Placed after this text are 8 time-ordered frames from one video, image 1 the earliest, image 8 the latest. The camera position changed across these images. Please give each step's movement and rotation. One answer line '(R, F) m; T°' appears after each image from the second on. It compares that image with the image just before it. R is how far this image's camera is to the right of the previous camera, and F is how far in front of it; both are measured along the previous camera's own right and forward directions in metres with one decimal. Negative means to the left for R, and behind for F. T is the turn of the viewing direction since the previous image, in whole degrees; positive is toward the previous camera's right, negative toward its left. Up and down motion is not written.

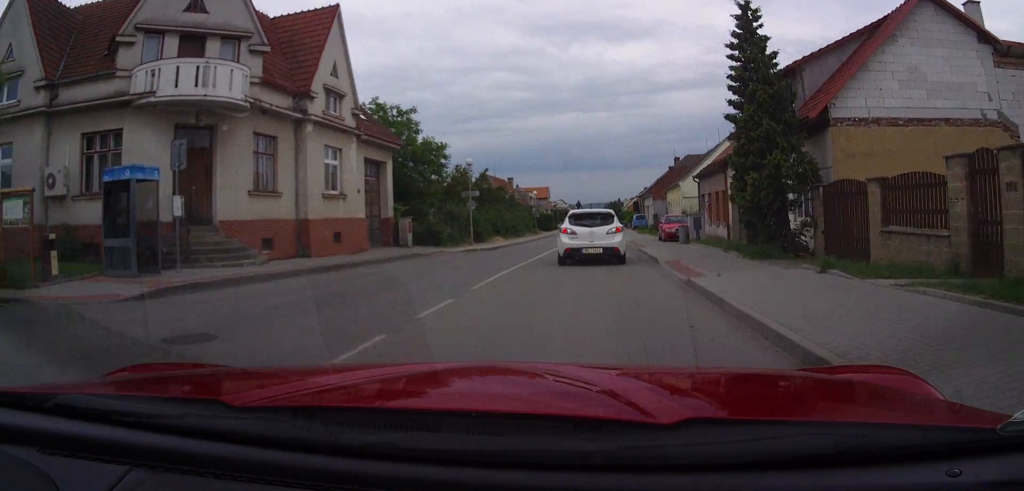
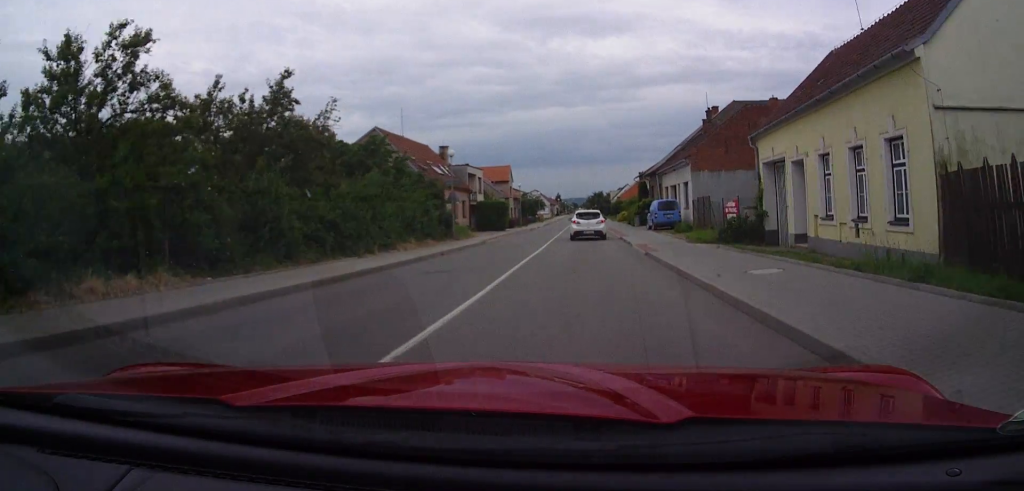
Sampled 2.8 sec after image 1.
(+1.0, +40.7) m; +2°
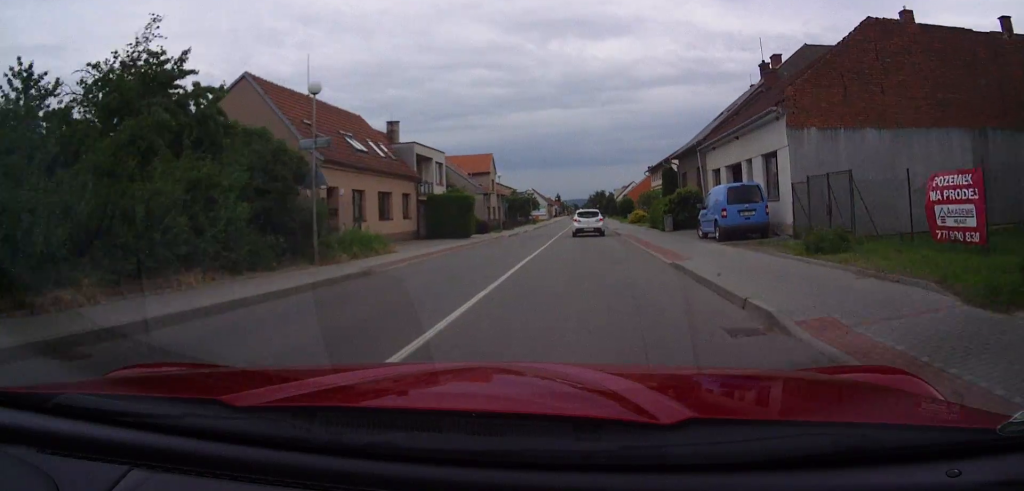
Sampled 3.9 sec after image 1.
(0.0, +20.2) m; 0°
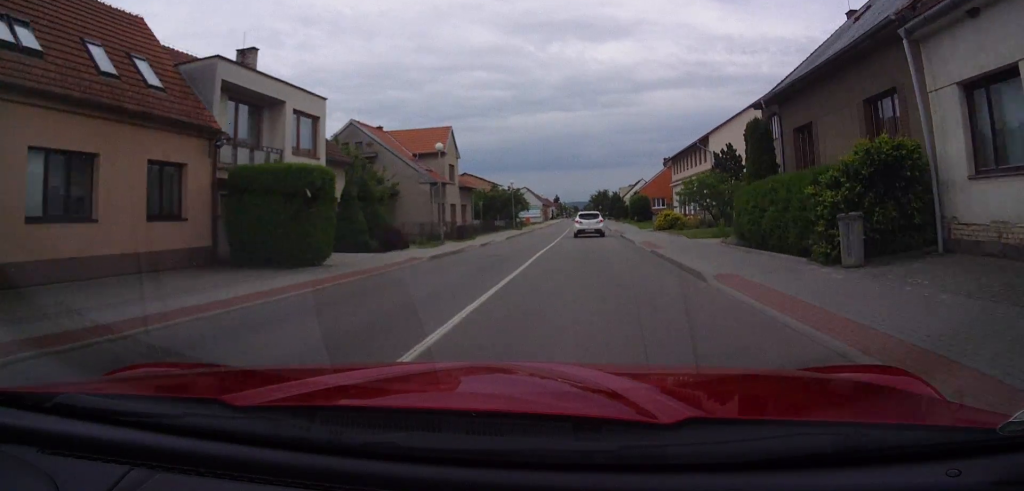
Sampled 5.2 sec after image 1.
(0.0, +24.7) m; 0°
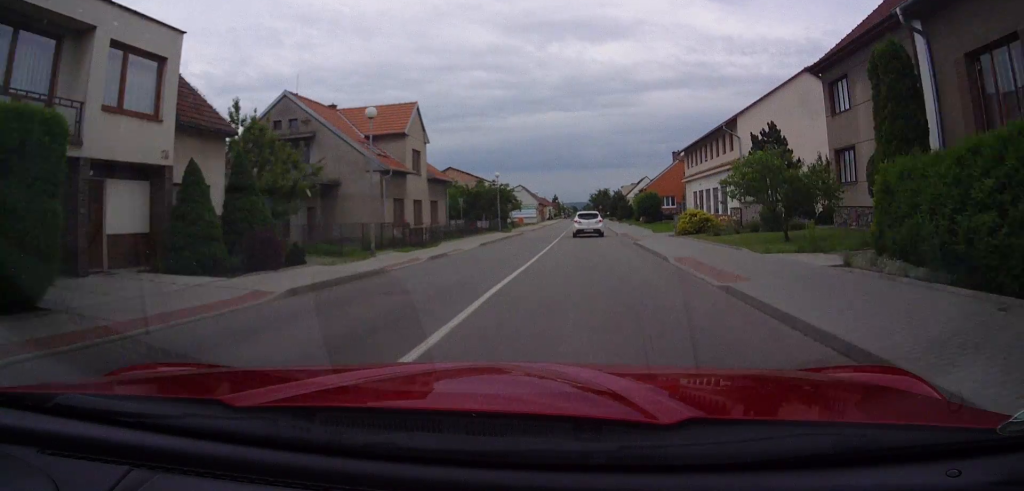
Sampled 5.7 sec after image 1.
(0.0, +11.0) m; 0°
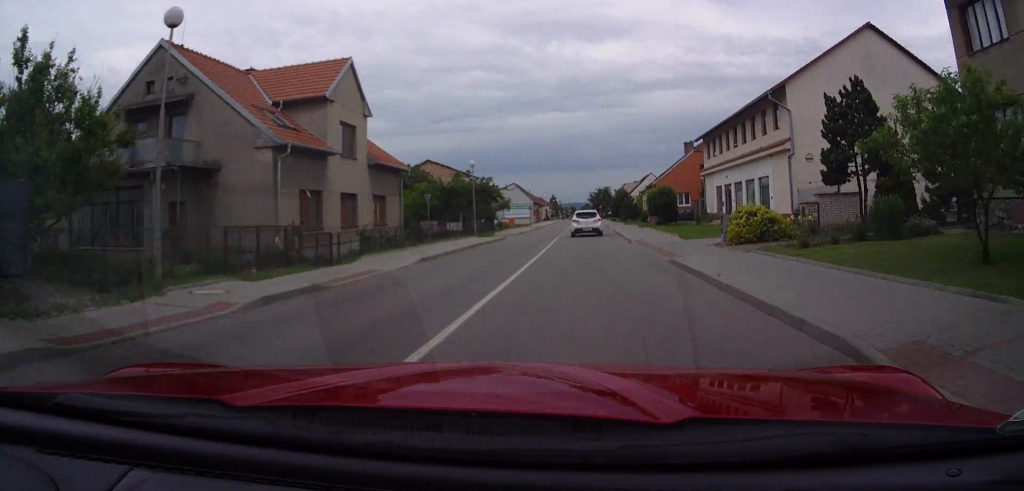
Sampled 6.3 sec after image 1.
(0.0, +11.8) m; 0°
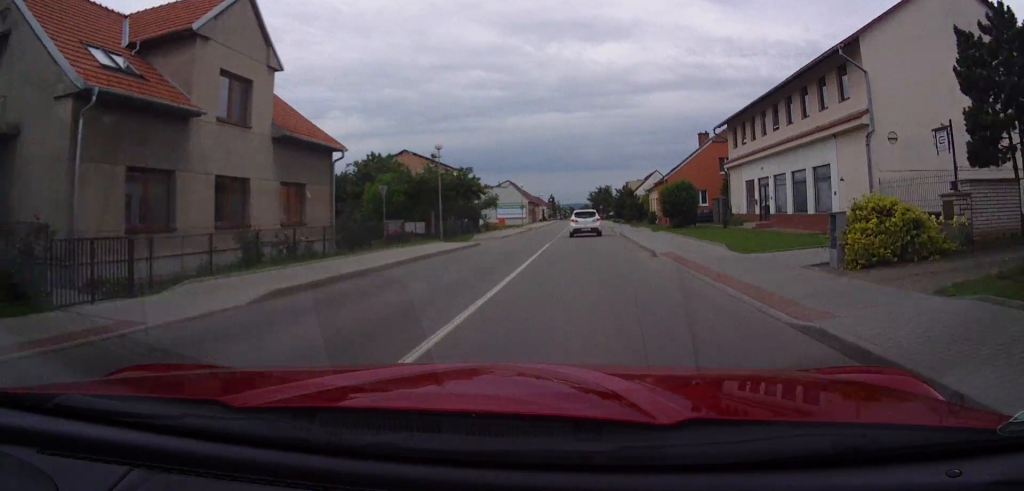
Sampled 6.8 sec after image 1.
(0.0, +9.8) m; 0°
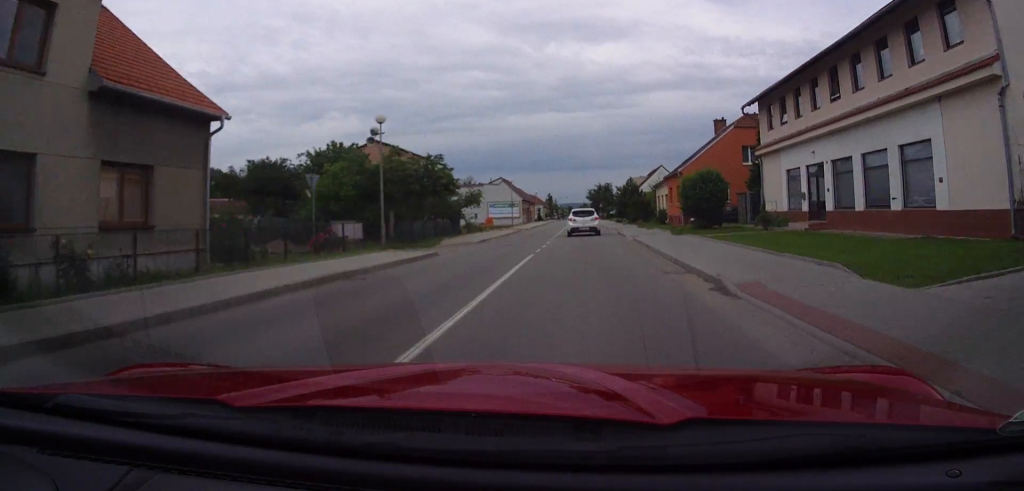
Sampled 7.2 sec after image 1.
(0.0, +9.0) m; 0°
